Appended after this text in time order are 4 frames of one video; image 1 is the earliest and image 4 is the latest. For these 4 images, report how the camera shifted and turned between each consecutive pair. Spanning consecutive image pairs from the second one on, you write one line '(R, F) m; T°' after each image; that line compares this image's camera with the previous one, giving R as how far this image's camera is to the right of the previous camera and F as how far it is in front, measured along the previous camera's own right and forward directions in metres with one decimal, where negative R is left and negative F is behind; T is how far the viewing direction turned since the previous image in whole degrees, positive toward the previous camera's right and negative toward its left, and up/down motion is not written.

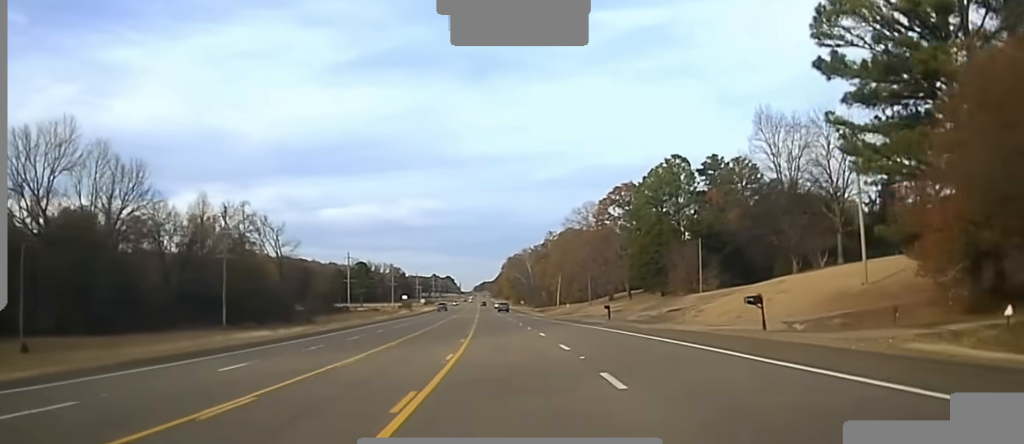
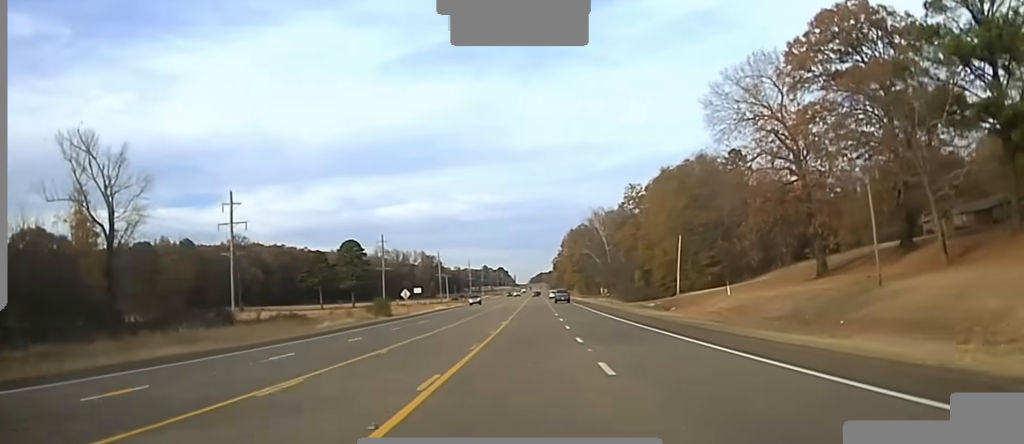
(-6.5, +118.1) m; -4°
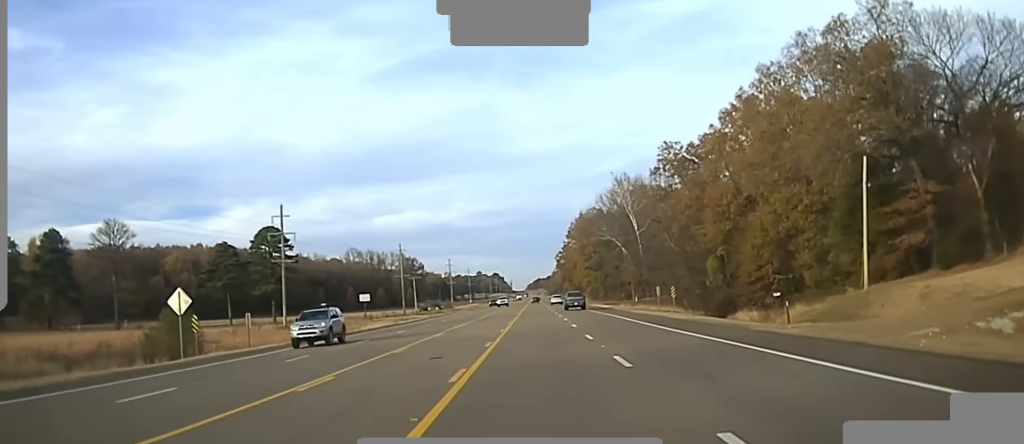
(0.0, +68.8) m; 0°
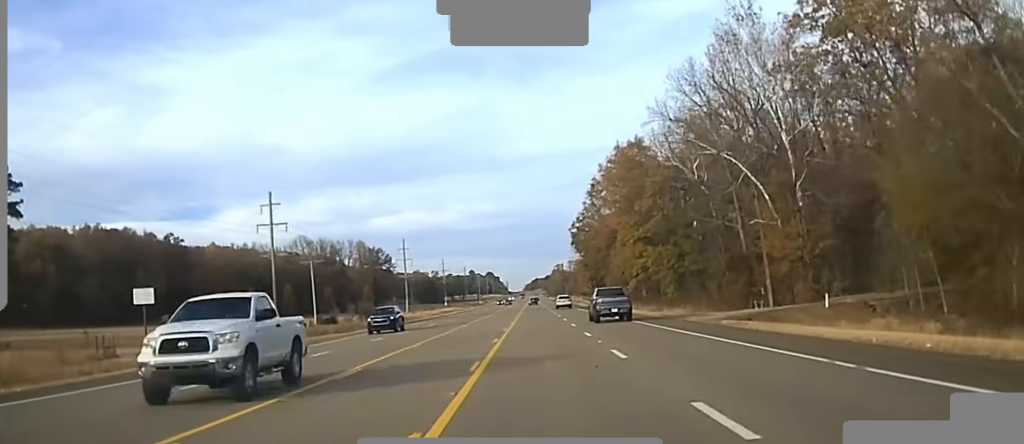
(+0.4, +83.4) m; 0°
